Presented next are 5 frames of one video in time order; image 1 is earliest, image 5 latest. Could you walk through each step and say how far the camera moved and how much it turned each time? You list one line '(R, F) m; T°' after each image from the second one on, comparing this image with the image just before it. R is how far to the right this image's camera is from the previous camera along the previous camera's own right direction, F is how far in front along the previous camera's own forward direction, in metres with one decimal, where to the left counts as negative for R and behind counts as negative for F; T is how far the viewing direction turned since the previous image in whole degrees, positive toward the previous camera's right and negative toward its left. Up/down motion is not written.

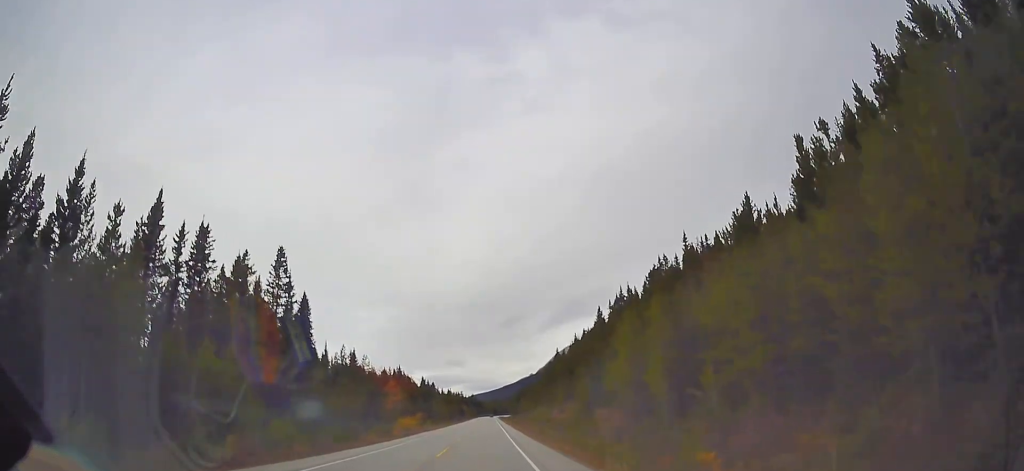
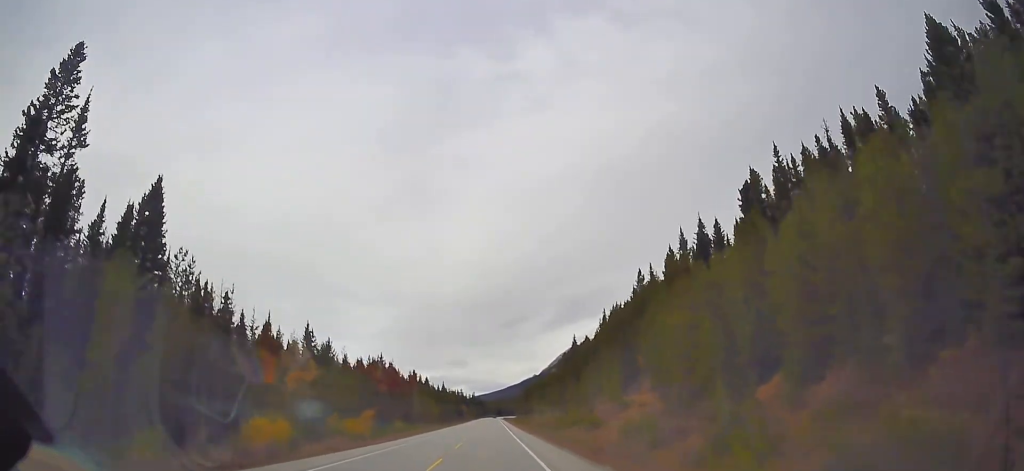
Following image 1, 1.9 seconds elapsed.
(+0.3, +46.1) m; 0°
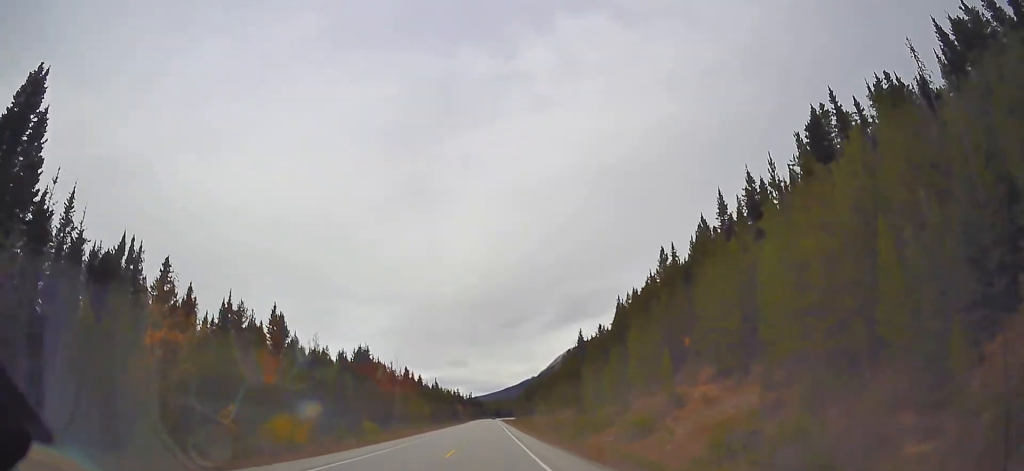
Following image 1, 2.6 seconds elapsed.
(-0.4, +18.2) m; 0°
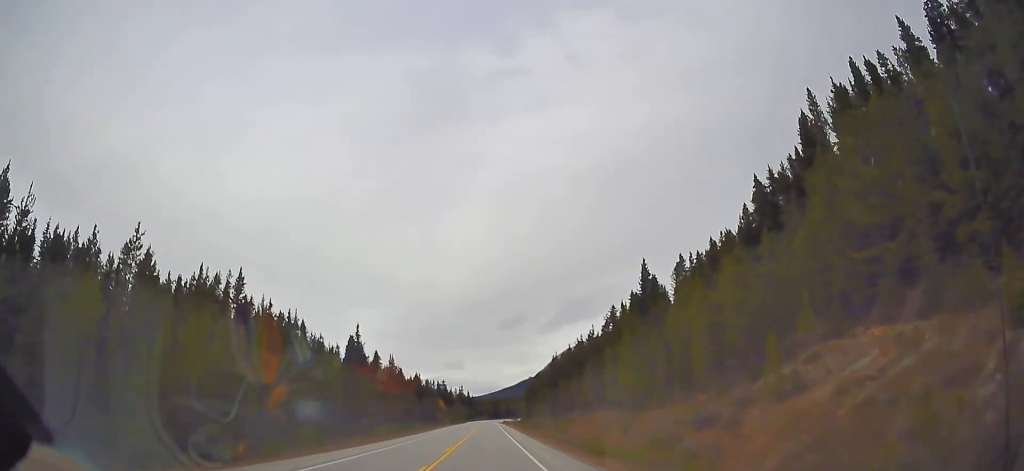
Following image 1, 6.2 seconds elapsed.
(+0.5, +90.6) m; 0°
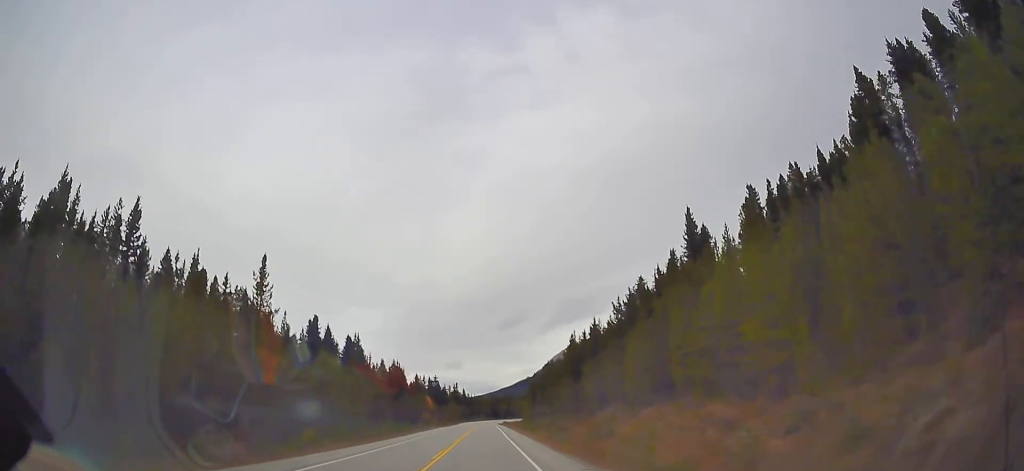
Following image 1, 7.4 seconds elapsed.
(+0.1, +29.6) m; 0°
